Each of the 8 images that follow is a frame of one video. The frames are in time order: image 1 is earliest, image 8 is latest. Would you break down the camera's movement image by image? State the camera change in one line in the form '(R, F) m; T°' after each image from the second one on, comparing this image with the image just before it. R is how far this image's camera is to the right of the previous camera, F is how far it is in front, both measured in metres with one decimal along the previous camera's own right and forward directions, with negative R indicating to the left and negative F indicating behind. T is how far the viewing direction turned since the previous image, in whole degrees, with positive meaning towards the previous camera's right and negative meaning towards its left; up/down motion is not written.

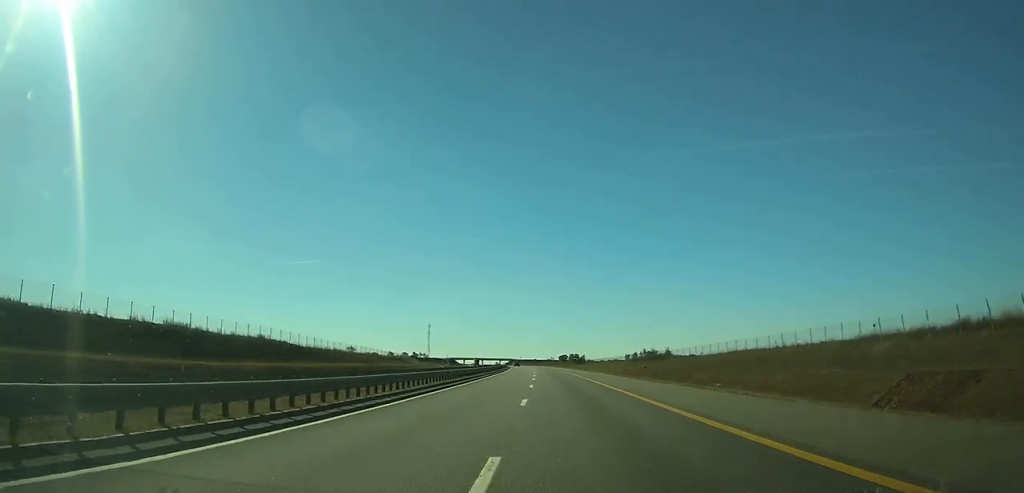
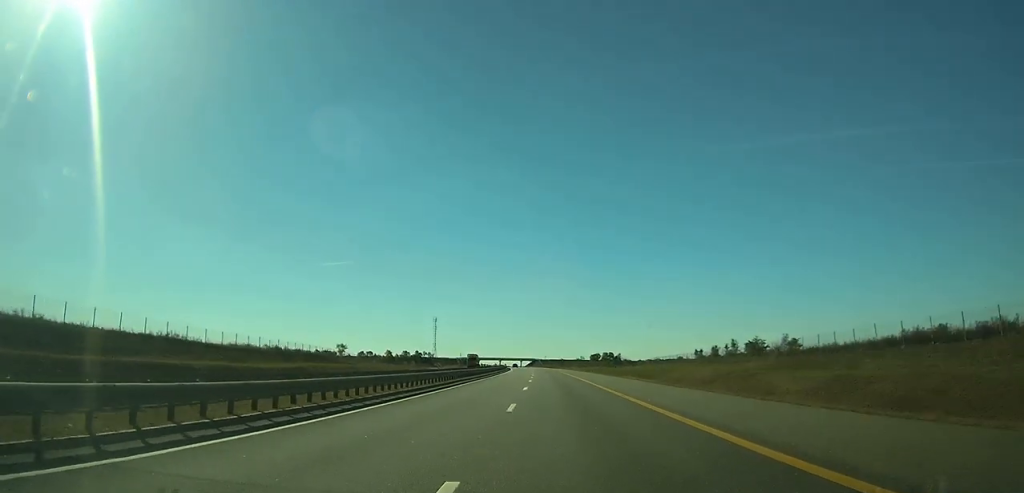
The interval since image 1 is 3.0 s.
(-2.0, +95.8) m; -3°
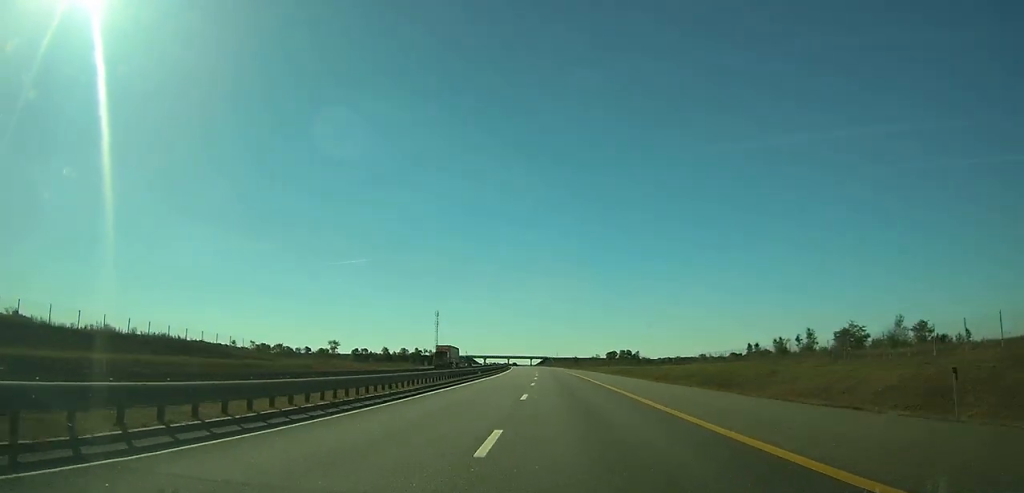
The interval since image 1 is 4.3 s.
(-0.3, +42.7) m; -1°
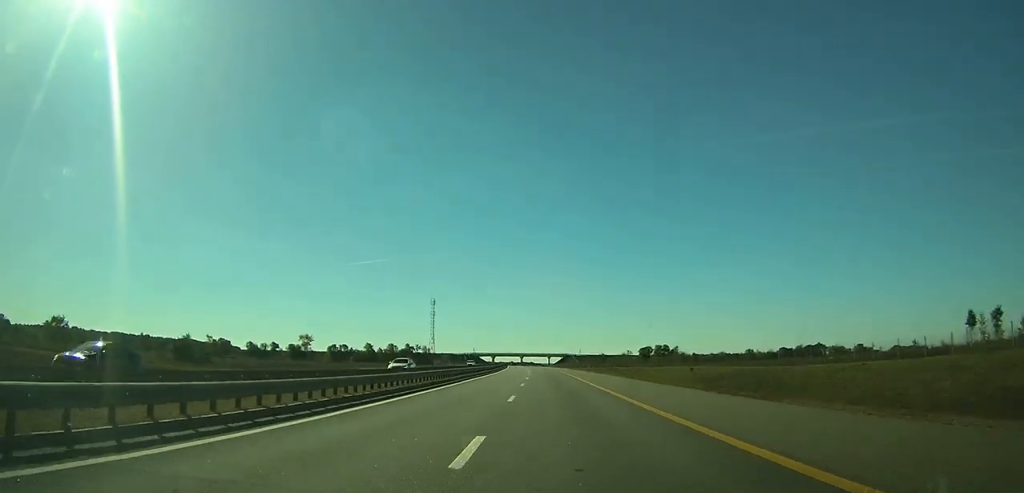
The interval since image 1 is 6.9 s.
(-1.8, +83.2) m; -2°
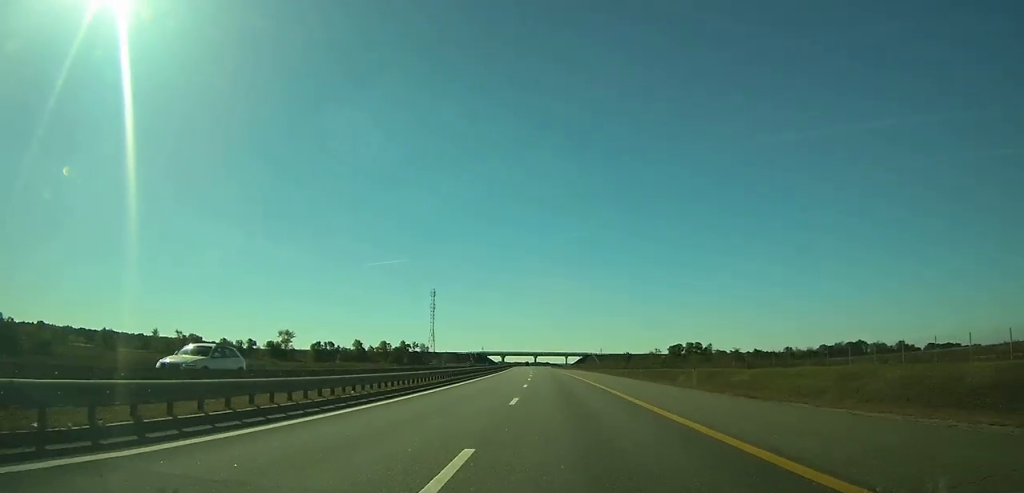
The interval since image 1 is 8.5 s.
(-0.4, +49.1) m; -1°
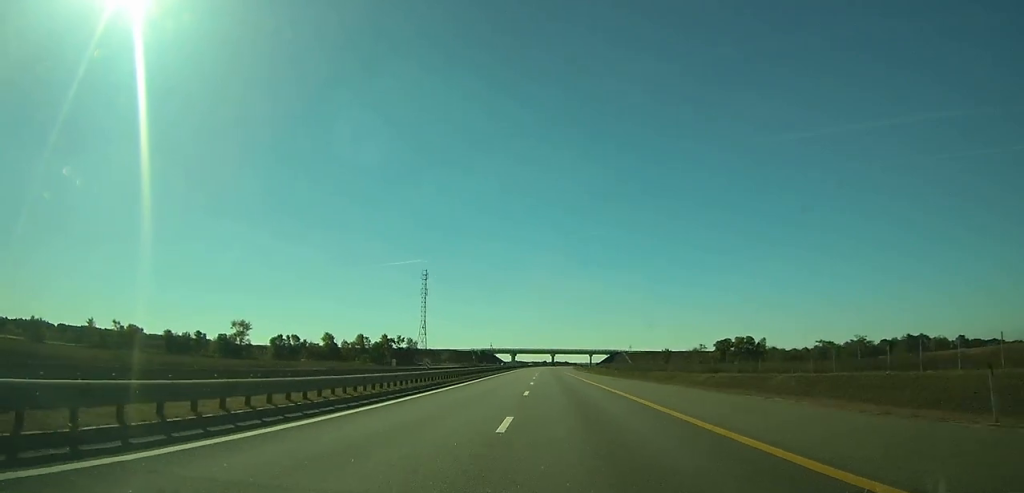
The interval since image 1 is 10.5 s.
(-1.1, +66.3) m; -2°
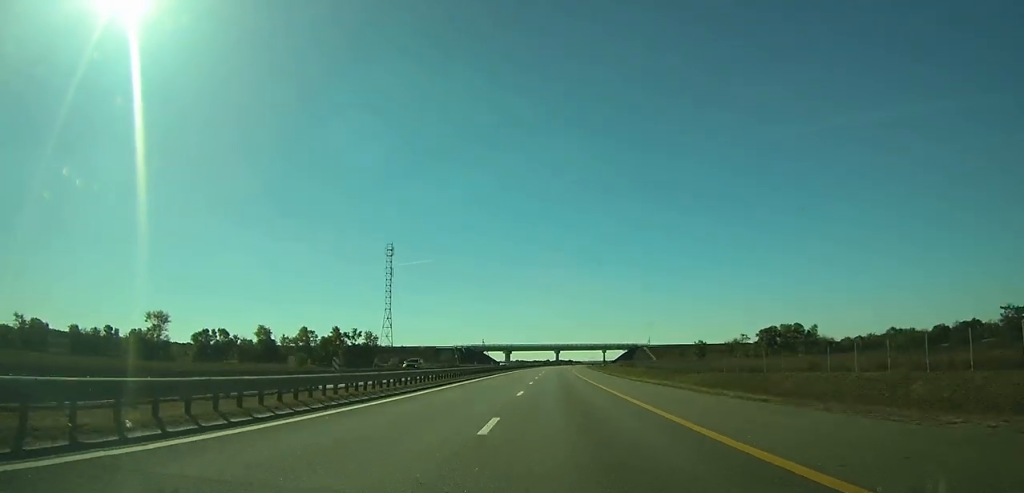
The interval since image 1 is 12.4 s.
(-1.0, +60.1) m; -1°
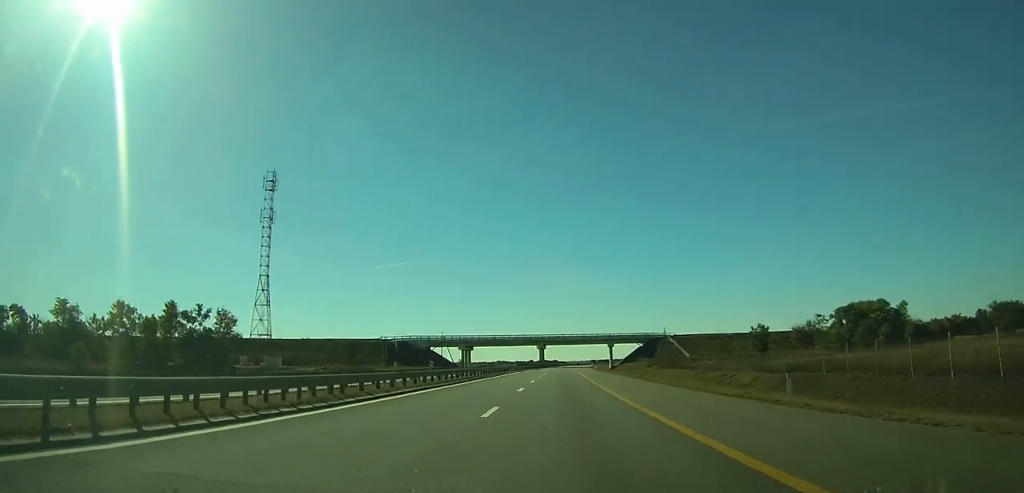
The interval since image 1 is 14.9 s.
(+0.4, +80.1) m; +1°
